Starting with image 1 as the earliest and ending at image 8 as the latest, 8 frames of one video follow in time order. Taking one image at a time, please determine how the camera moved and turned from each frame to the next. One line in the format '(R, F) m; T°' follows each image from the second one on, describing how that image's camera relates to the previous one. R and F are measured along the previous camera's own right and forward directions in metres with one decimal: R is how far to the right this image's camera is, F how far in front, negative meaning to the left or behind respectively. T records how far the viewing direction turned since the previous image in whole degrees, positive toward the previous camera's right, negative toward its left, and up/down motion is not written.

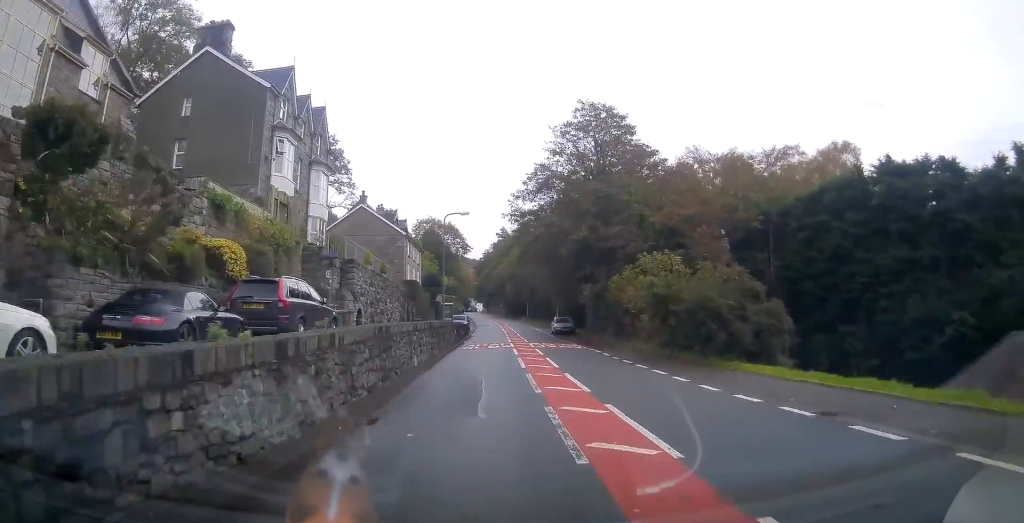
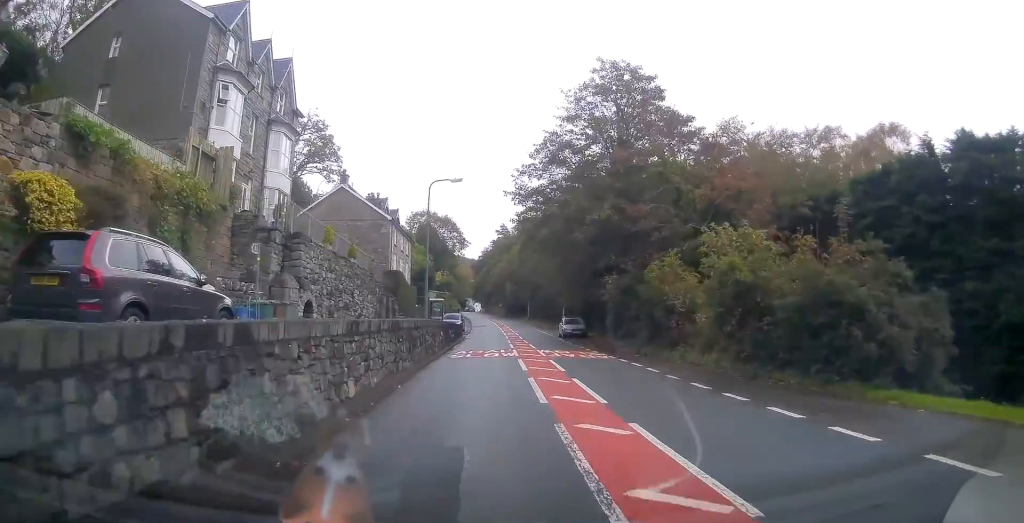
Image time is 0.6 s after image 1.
(-0.1, +7.7) m; 0°
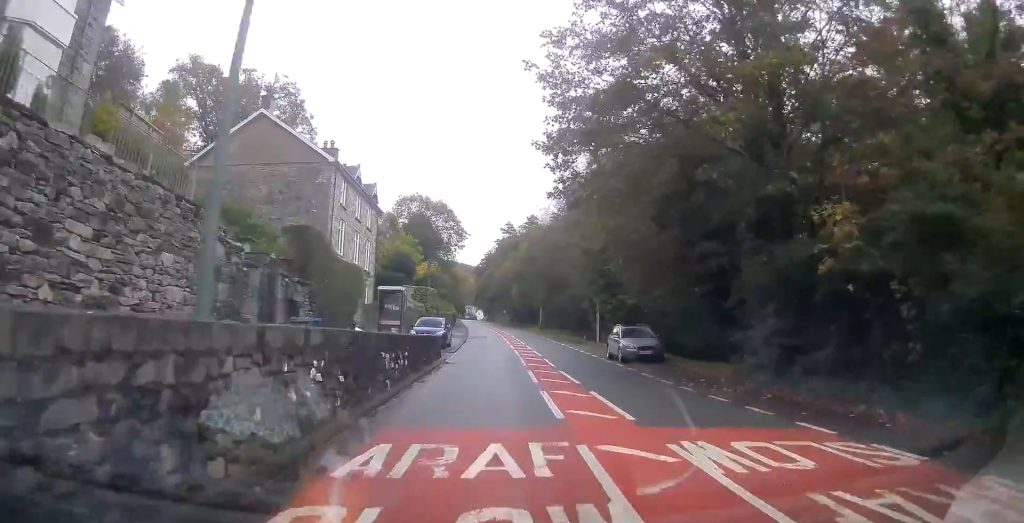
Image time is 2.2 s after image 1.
(+0.4, +19.0) m; +1°
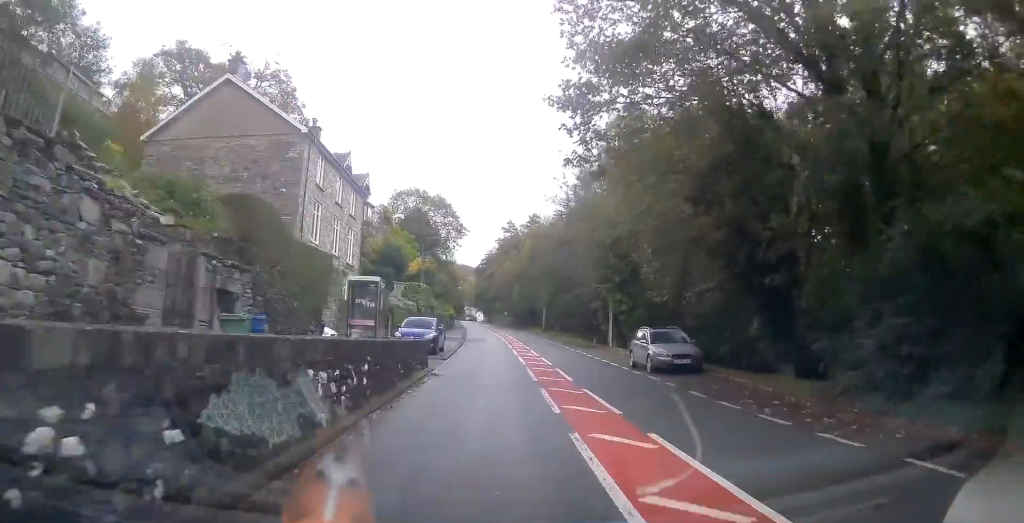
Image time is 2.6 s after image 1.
(0.0, +4.7) m; 0°
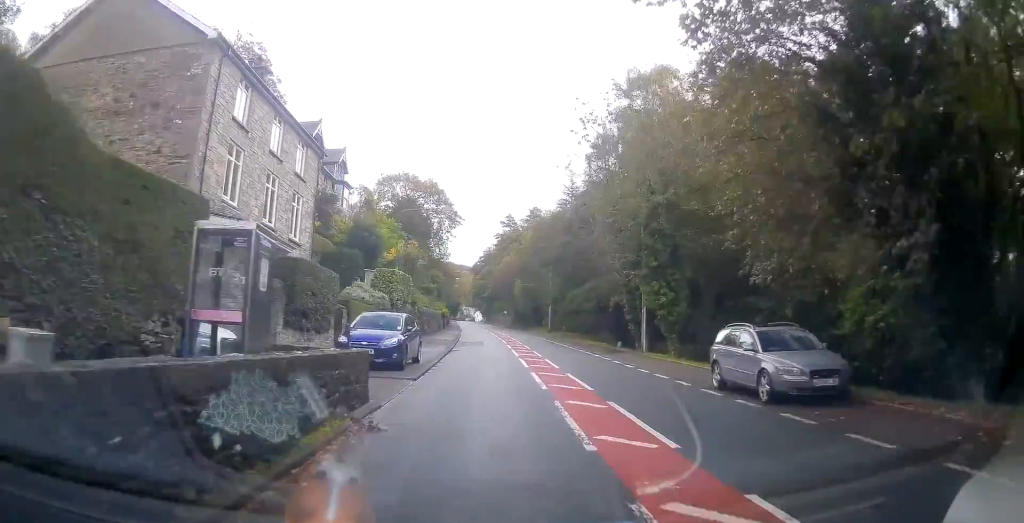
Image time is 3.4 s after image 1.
(0.0, +9.0) m; 0°
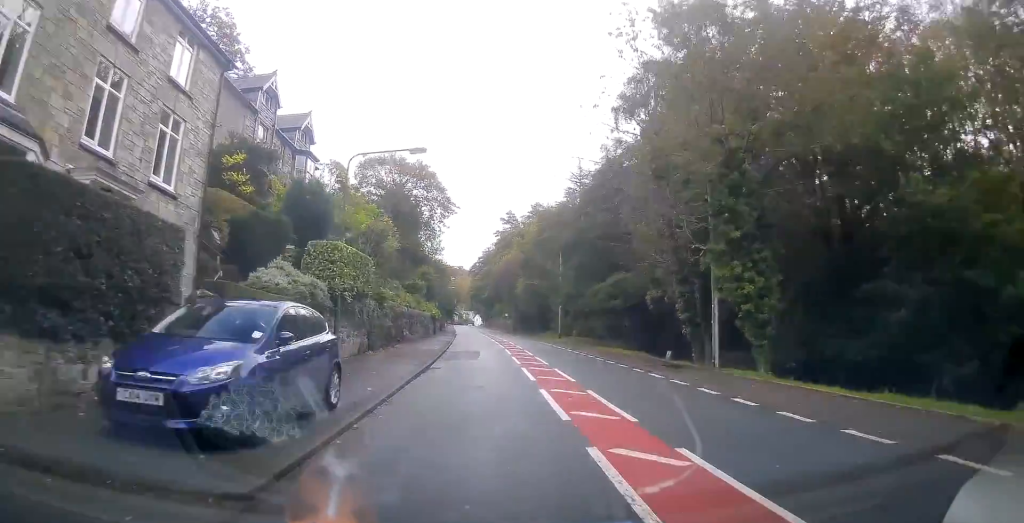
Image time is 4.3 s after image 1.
(-0.1, +10.0) m; 0°
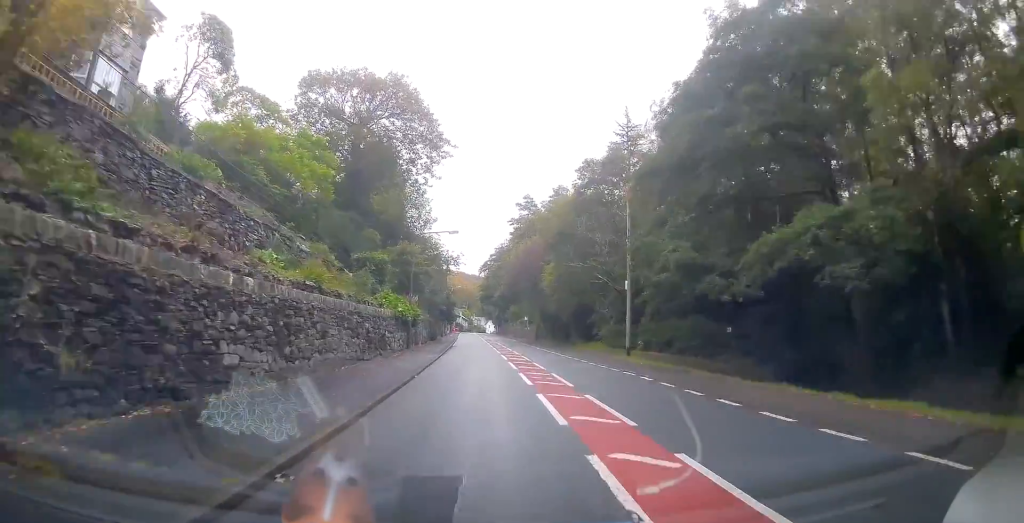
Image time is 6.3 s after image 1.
(+0.6, +23.4) m; 0°
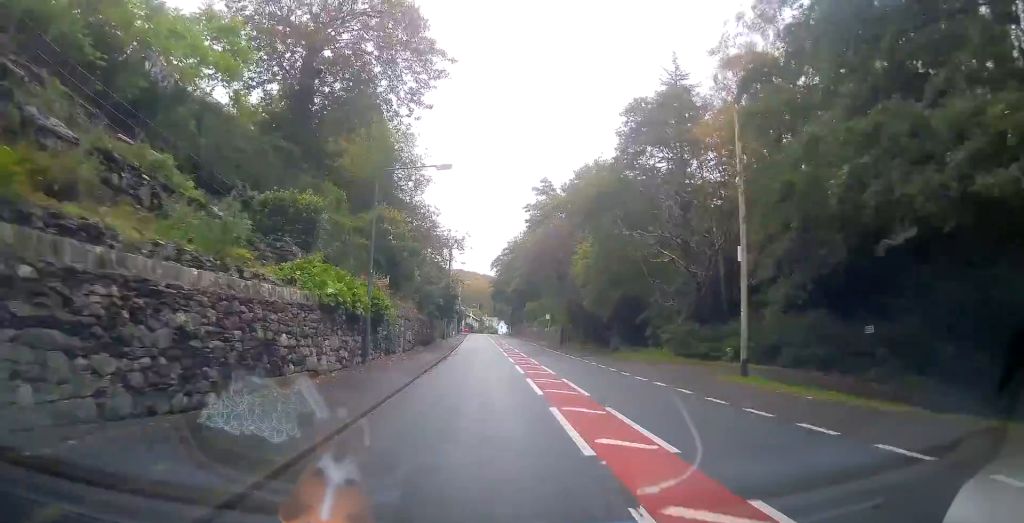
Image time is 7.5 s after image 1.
(-0.6, +13.1) m; -1°
